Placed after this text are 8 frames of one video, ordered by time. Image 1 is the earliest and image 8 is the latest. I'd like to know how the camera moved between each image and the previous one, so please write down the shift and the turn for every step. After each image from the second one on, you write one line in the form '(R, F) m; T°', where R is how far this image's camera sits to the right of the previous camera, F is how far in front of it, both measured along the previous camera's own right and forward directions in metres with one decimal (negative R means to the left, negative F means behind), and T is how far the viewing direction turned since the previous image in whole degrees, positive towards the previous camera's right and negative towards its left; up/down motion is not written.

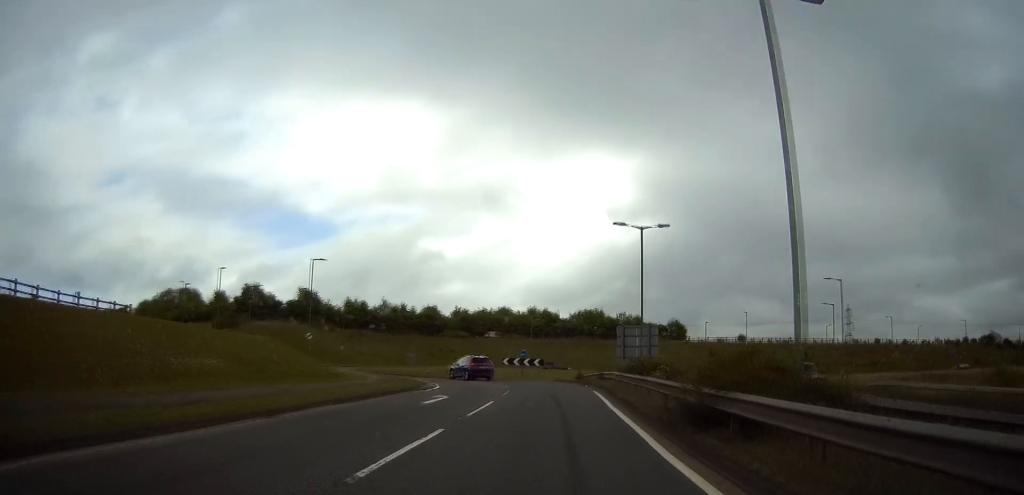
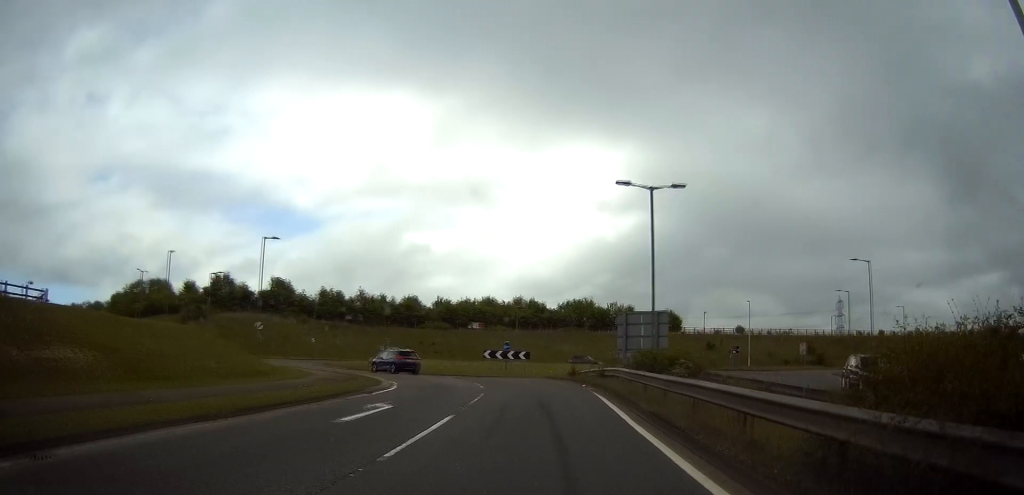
(+0.1, +7.2) m; +1°
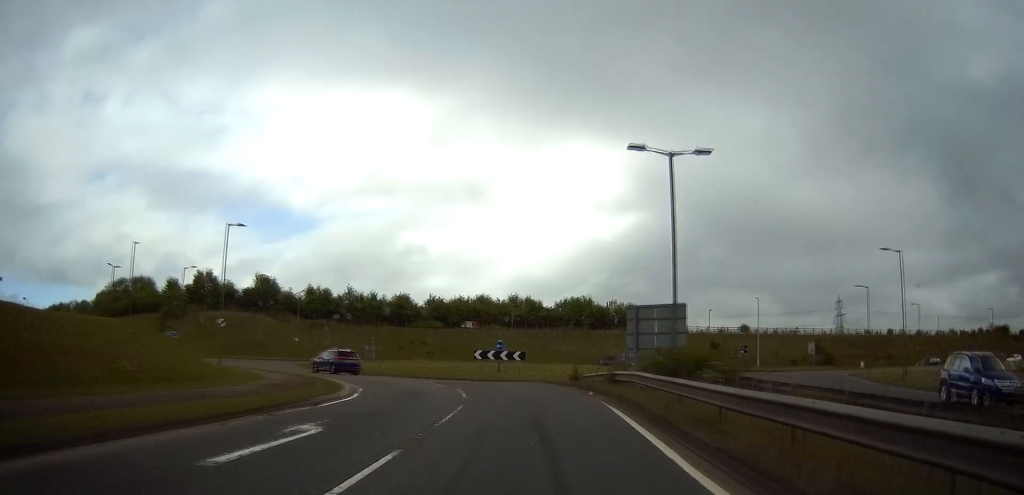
(+0.1, +5.3) m; 0°
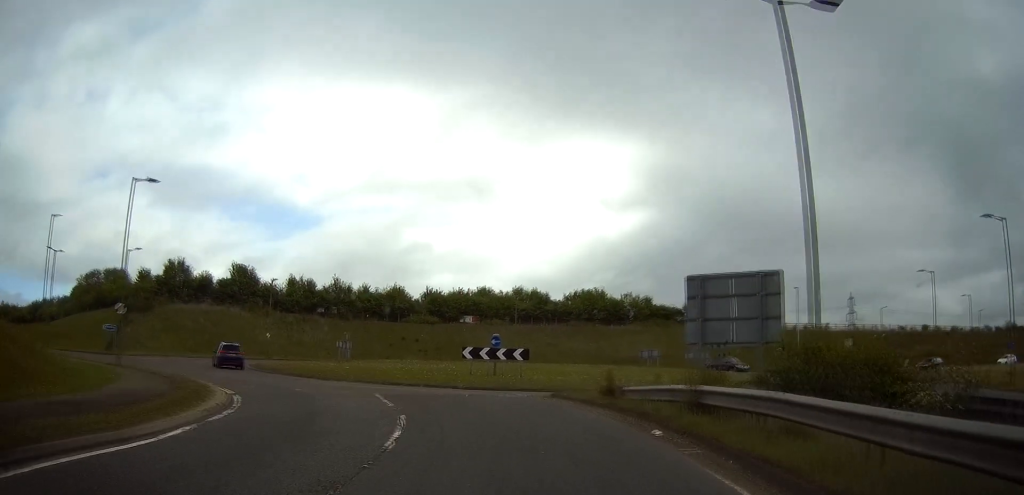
(-0.2, +11.6) m; -3°
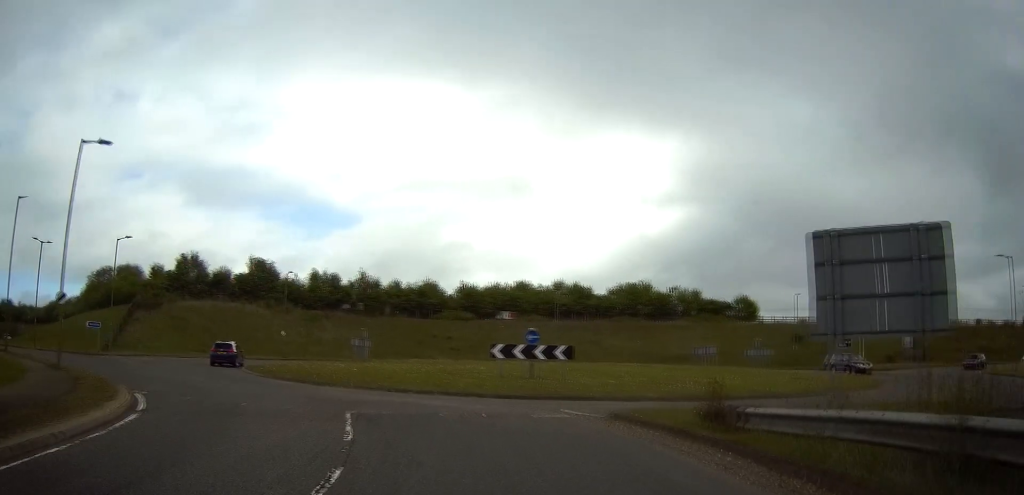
(0.0, +7.3) m; -4°
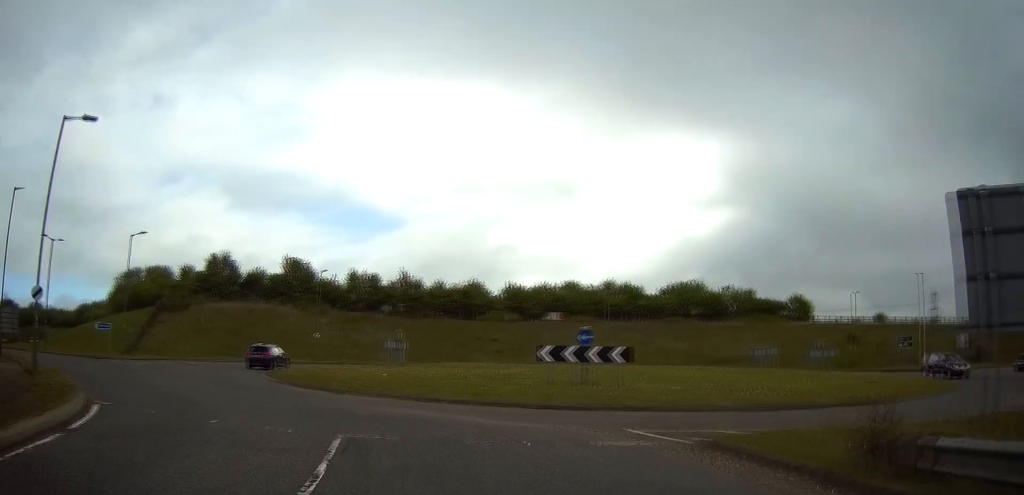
(-0.3, +4.0) m; -3°
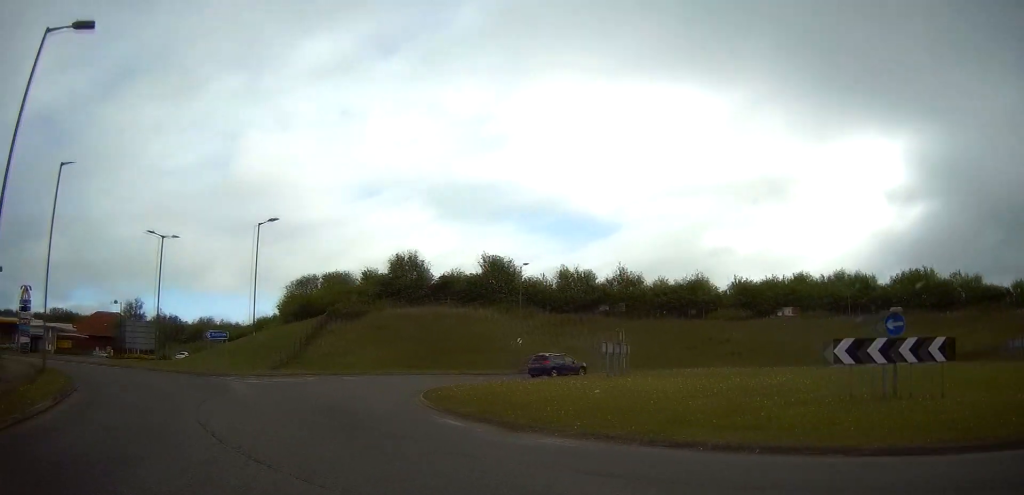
(-0.6, +10.3) m; -13°
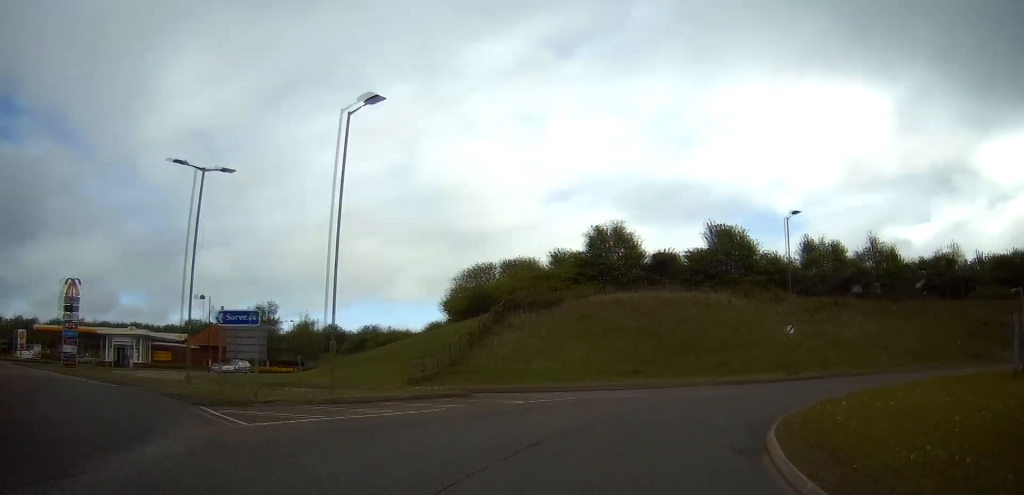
(-5.1, +17.2) m; -19°
